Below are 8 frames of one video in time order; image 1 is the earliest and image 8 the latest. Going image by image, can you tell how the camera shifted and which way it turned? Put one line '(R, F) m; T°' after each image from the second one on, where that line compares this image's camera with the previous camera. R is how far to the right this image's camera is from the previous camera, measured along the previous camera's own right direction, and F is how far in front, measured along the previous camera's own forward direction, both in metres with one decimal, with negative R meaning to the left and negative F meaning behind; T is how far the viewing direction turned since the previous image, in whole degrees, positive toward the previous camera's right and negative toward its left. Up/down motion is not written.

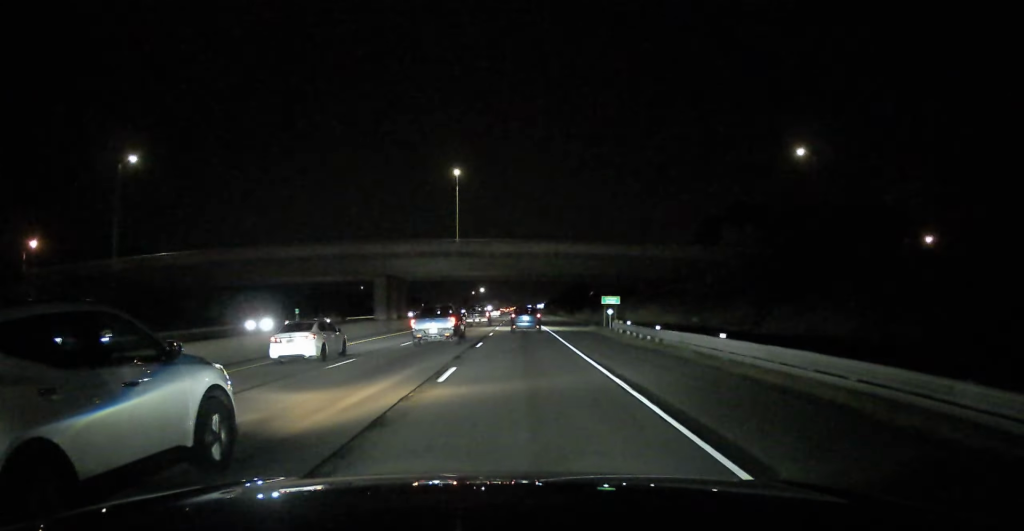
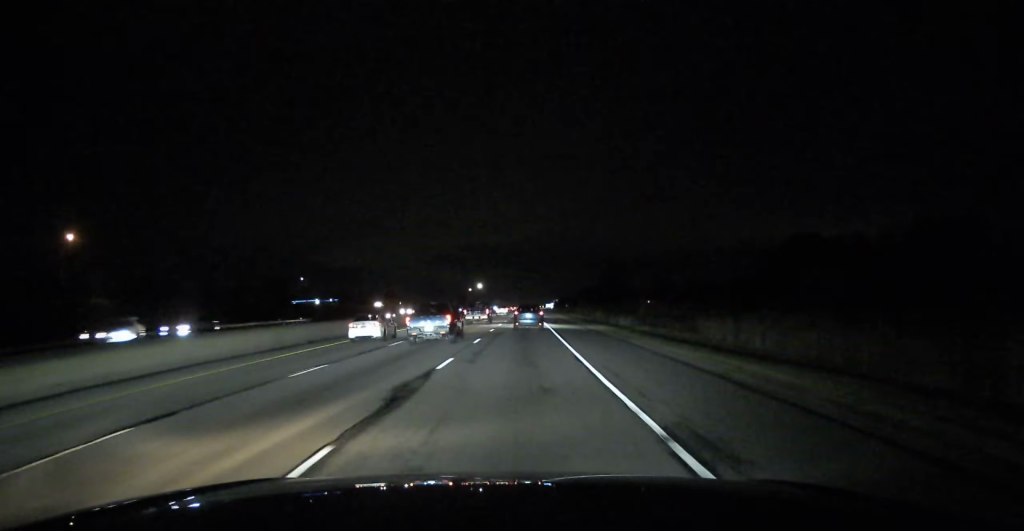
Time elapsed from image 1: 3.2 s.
(-0.7, +95.9) m; 0°
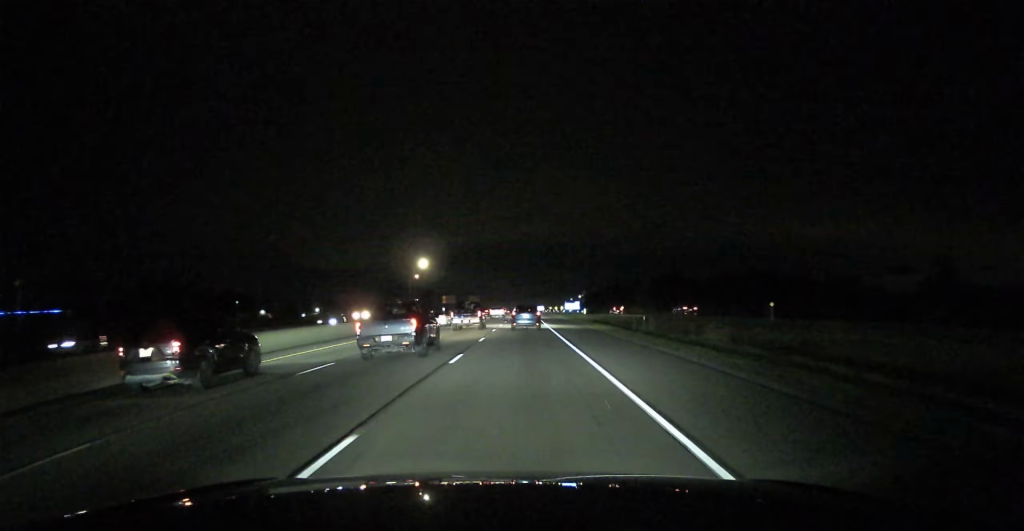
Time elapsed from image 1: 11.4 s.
(-0.3, +250.9) m; 0°
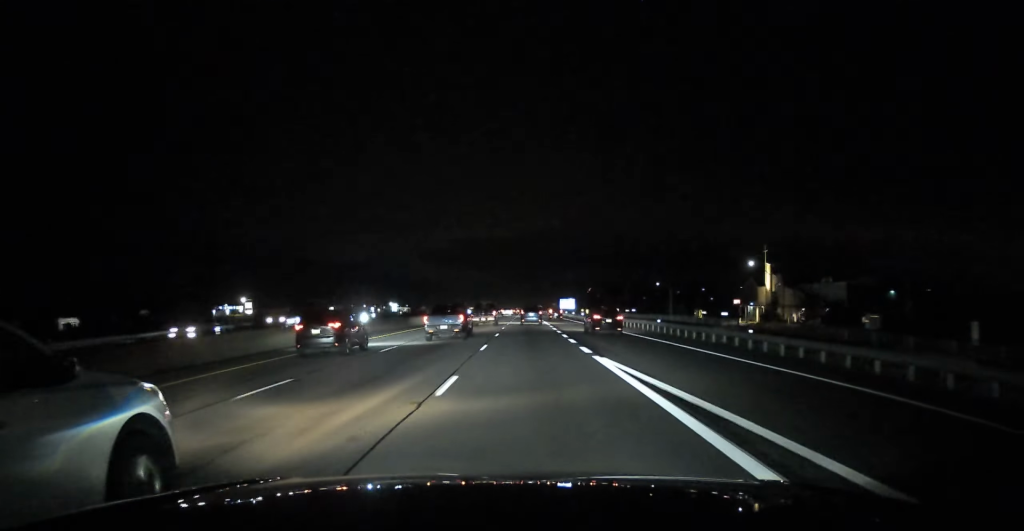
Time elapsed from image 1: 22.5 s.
(-0.9, +316.6) m; 0°
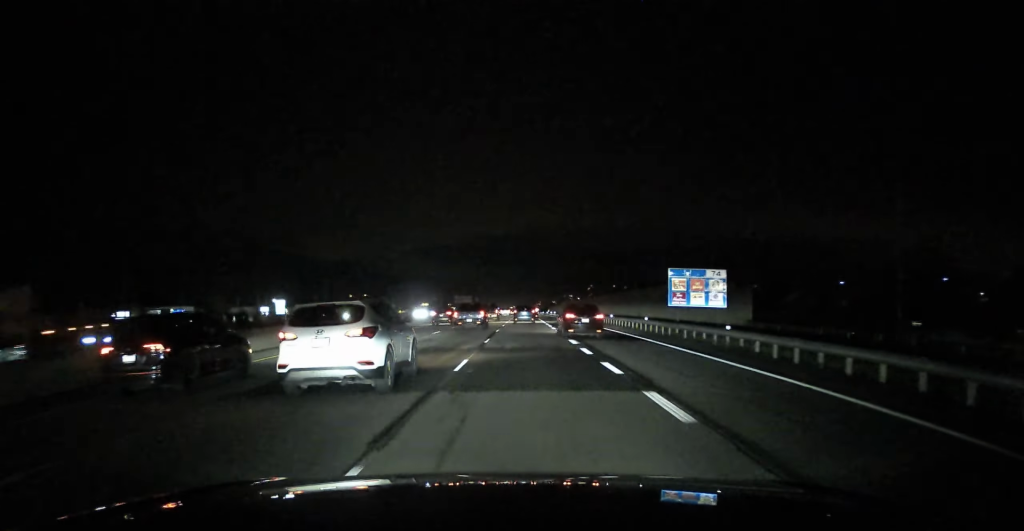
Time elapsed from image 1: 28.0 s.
(+0.1, +156.7) m; 0°
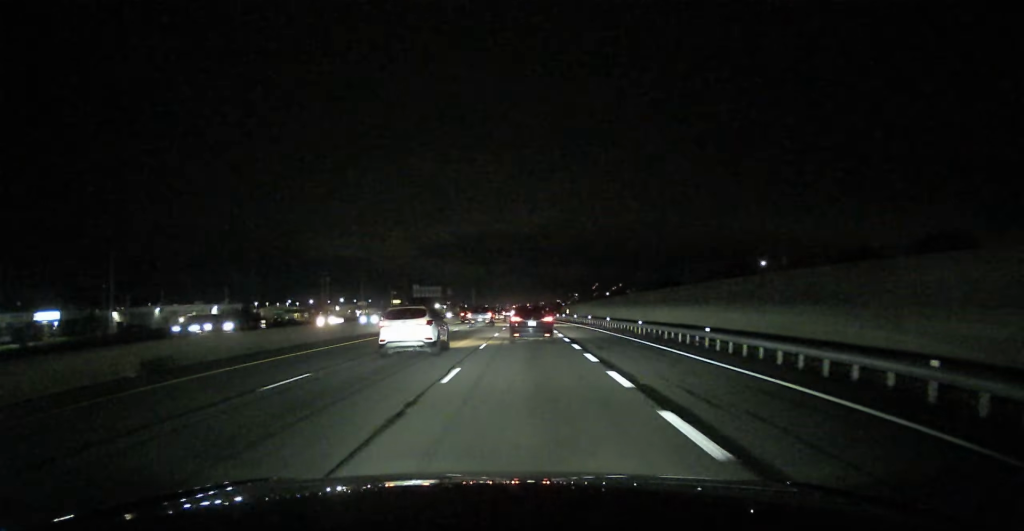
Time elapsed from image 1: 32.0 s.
(+0.3, +107.9) m; 0°
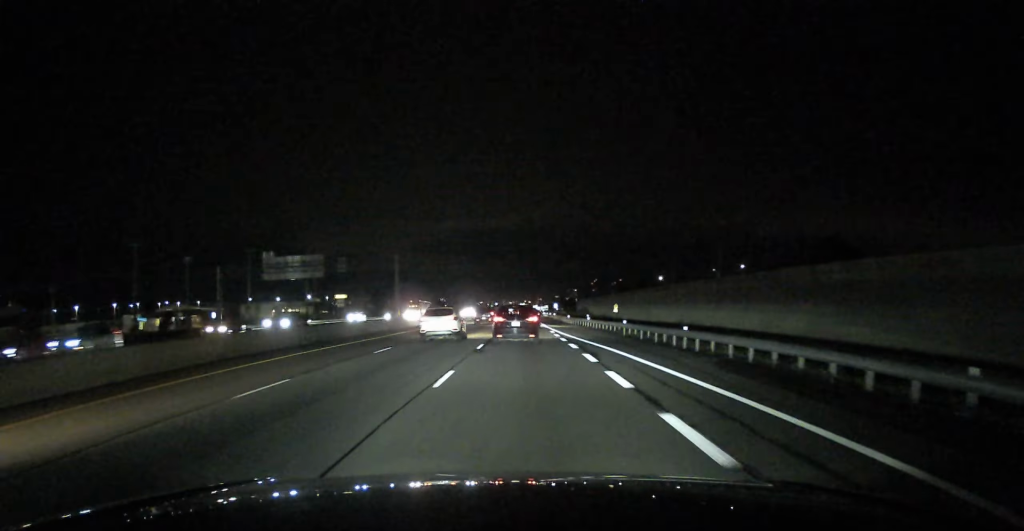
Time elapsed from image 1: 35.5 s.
(-0.2, +96.3) m; 0°
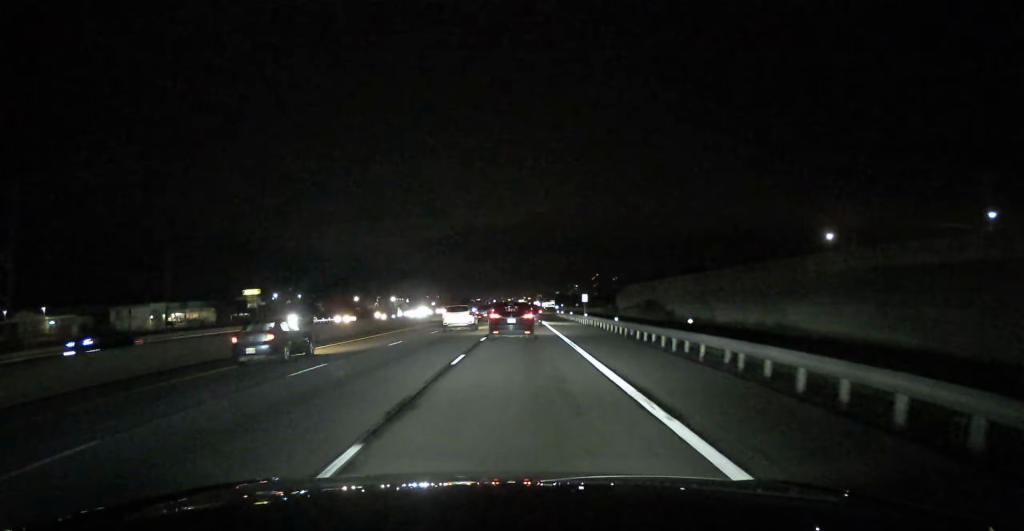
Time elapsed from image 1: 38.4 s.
(-0.2, +80.6) m; 0°
